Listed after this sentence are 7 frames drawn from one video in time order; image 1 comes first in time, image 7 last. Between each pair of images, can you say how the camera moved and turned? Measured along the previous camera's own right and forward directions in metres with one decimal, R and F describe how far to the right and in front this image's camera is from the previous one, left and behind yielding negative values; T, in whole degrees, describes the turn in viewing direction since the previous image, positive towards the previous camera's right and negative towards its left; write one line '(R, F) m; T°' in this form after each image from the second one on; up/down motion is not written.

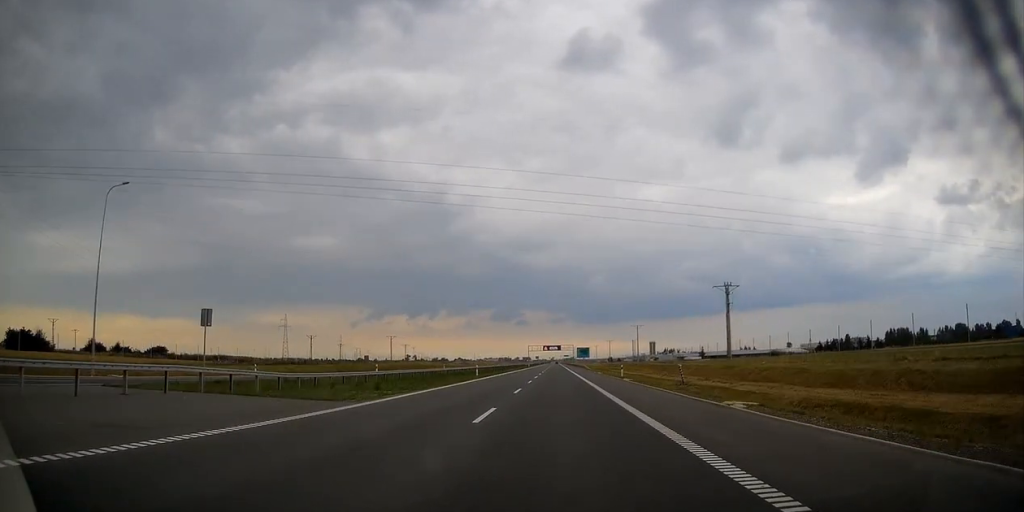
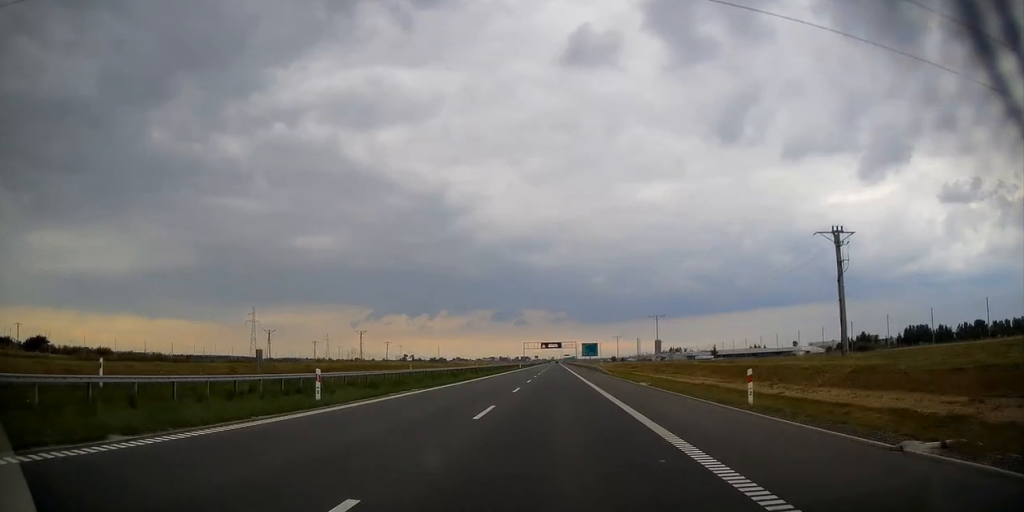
(0.0, +35.6) m; 0°
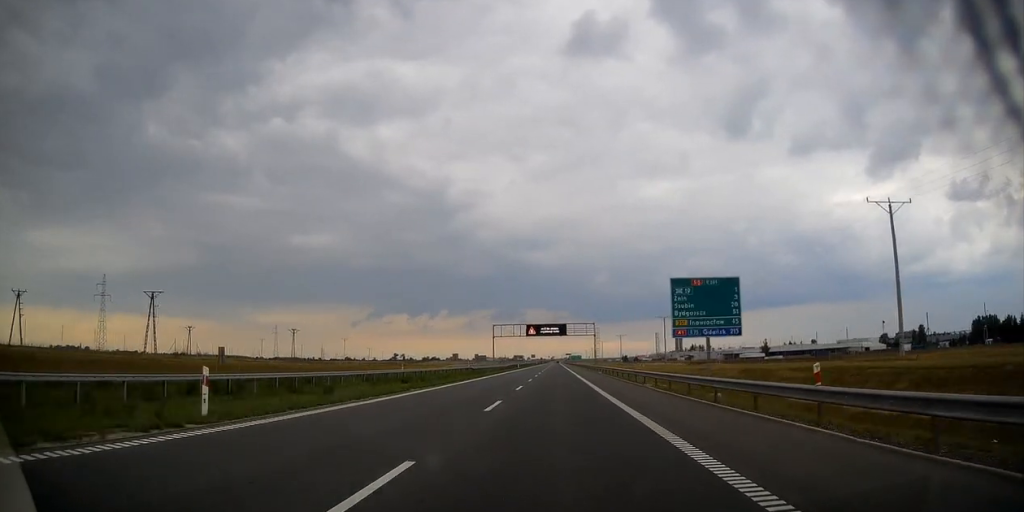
(-0.3, +107.0) m; 0°
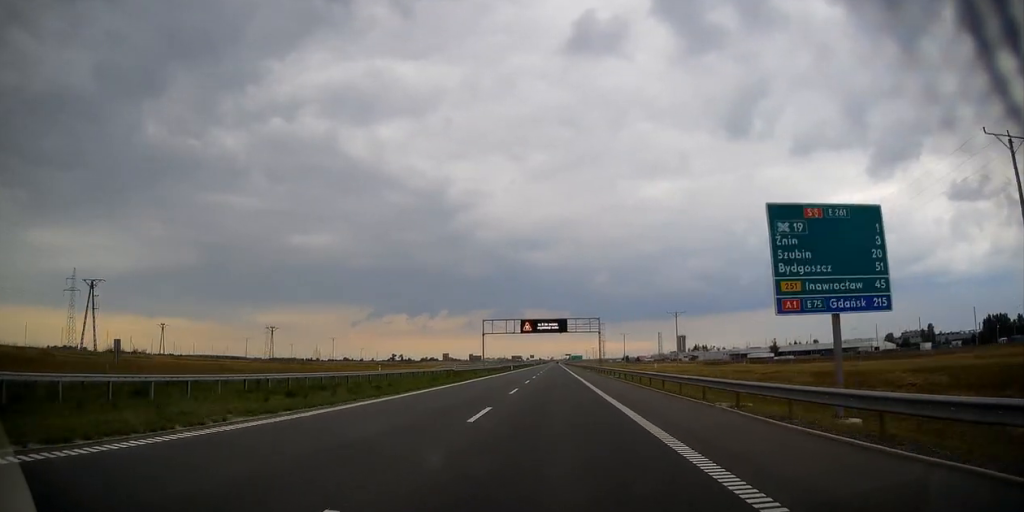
(0.0, +14.6) m; 0°
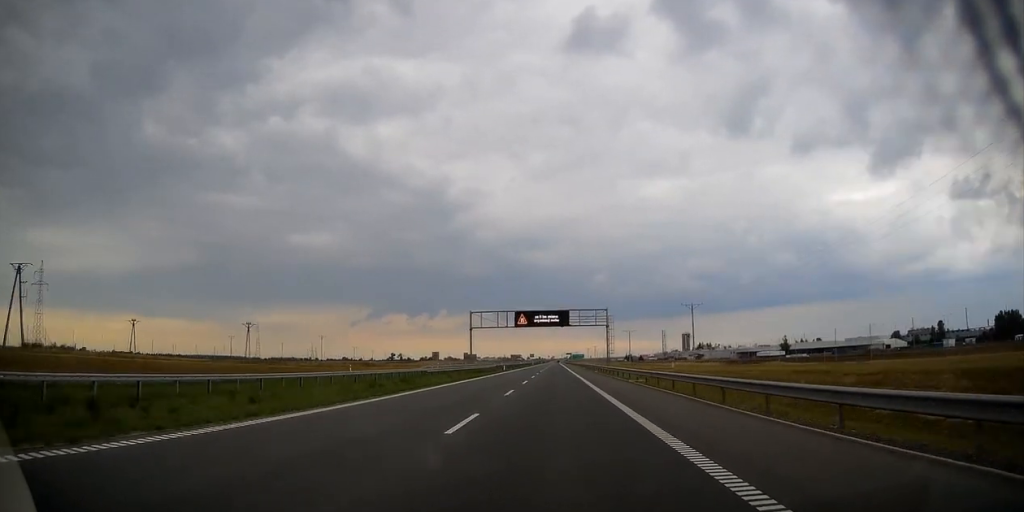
(0.0, +14.6) m; 0°
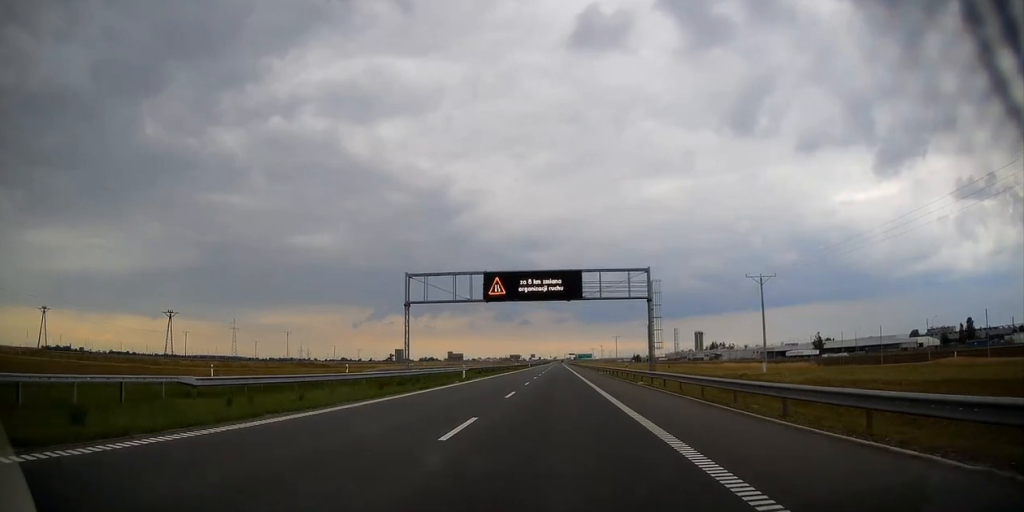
(0.0, +37.0) m; 0°
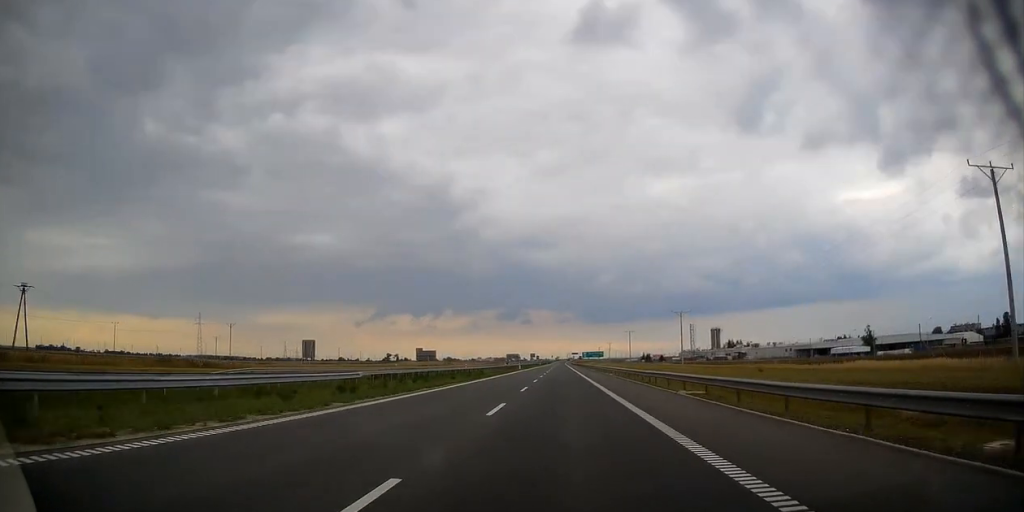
(-0.1, +43.7) m; 0°
